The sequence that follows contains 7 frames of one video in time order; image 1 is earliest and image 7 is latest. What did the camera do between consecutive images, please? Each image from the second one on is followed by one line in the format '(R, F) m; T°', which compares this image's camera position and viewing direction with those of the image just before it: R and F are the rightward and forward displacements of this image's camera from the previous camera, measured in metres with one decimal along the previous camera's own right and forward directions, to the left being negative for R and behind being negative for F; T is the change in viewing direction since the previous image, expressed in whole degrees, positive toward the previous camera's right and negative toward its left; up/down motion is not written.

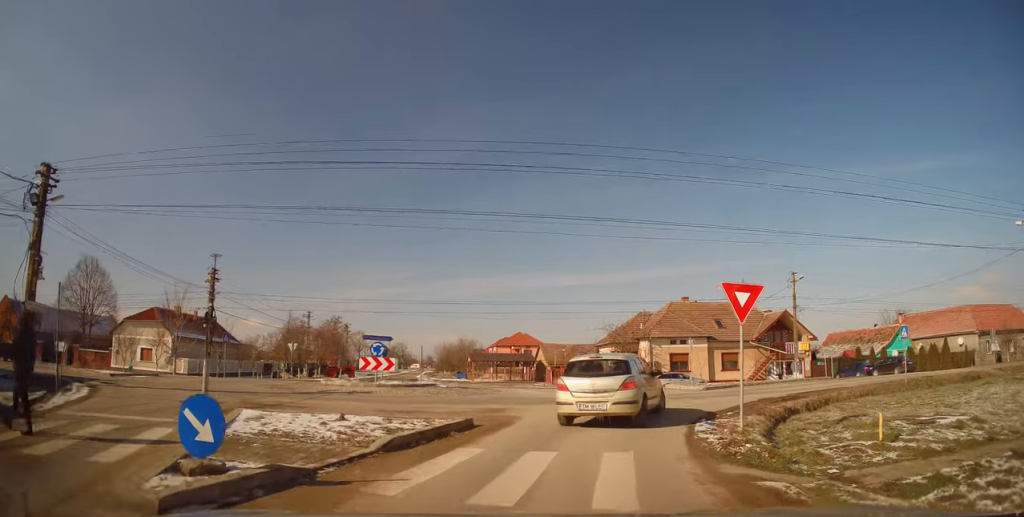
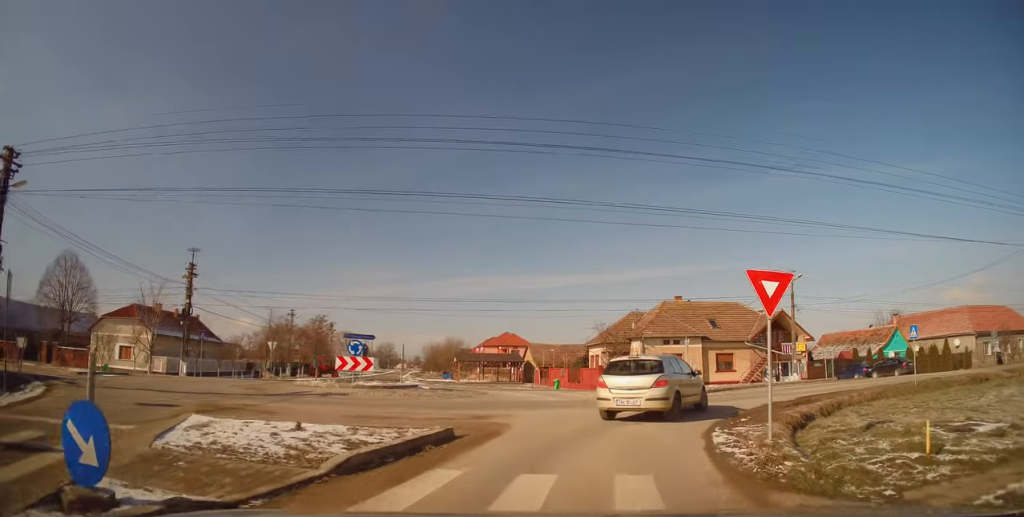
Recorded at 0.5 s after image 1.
(0.0, +1.3) m; +1°
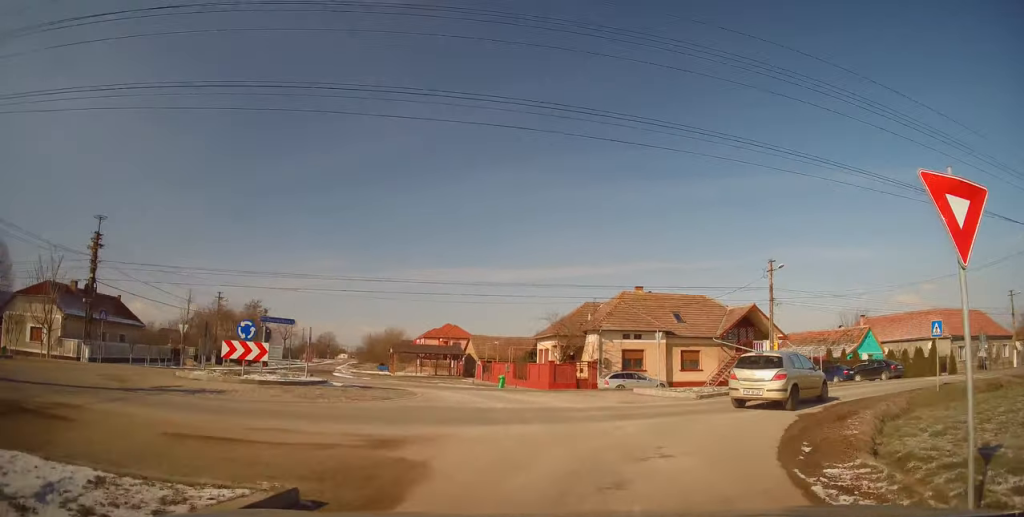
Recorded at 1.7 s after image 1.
(+0.3, +4.1) m; +12°
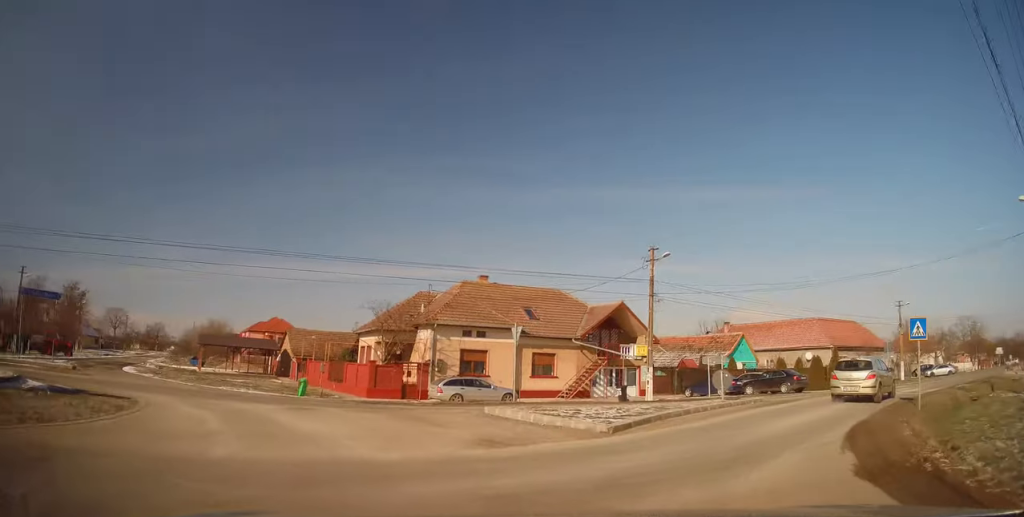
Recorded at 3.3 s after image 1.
(+0.8, +7.1) m; +20°
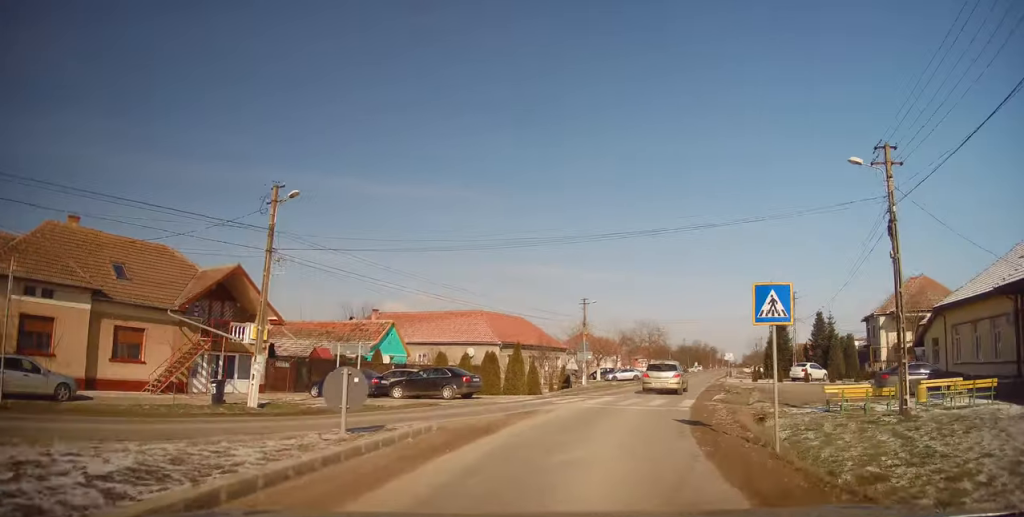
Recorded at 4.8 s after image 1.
(+2.8, +7.9) m; +31°
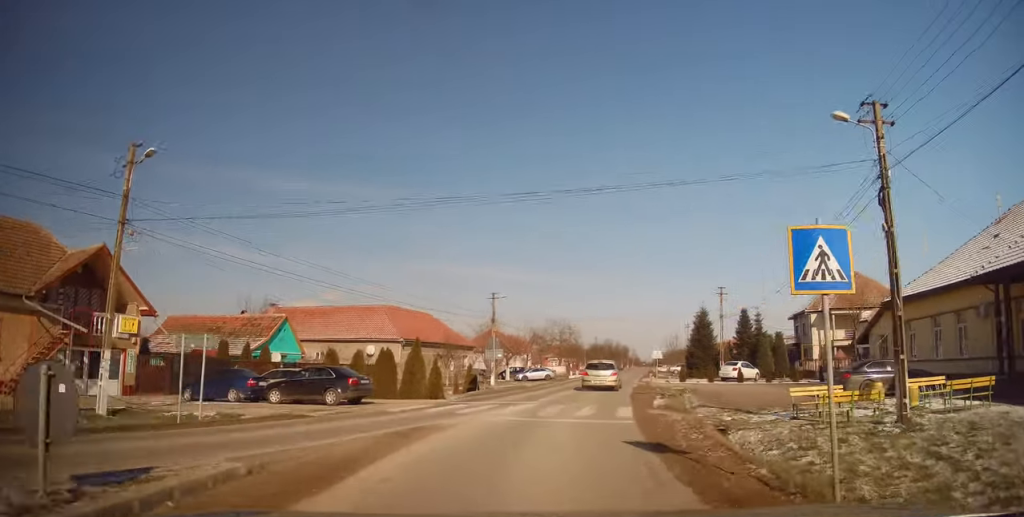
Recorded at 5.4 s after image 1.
(+0.2, +3.3) m; +8°
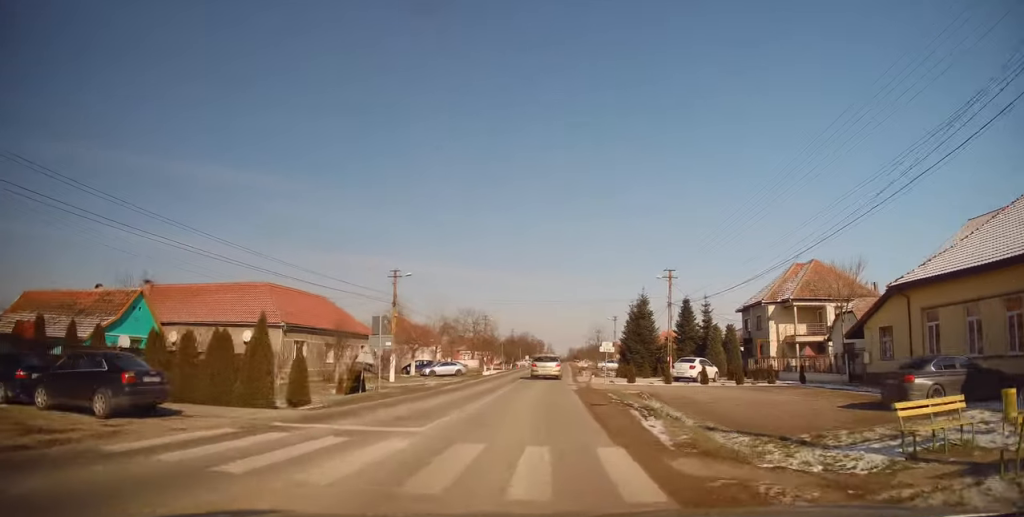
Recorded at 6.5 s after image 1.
(+0.7, +8.2) m; +9°
